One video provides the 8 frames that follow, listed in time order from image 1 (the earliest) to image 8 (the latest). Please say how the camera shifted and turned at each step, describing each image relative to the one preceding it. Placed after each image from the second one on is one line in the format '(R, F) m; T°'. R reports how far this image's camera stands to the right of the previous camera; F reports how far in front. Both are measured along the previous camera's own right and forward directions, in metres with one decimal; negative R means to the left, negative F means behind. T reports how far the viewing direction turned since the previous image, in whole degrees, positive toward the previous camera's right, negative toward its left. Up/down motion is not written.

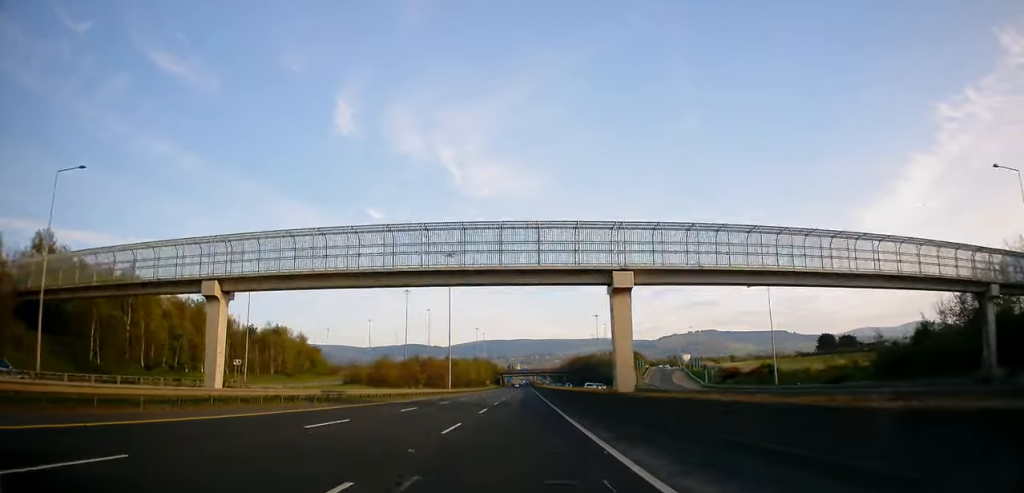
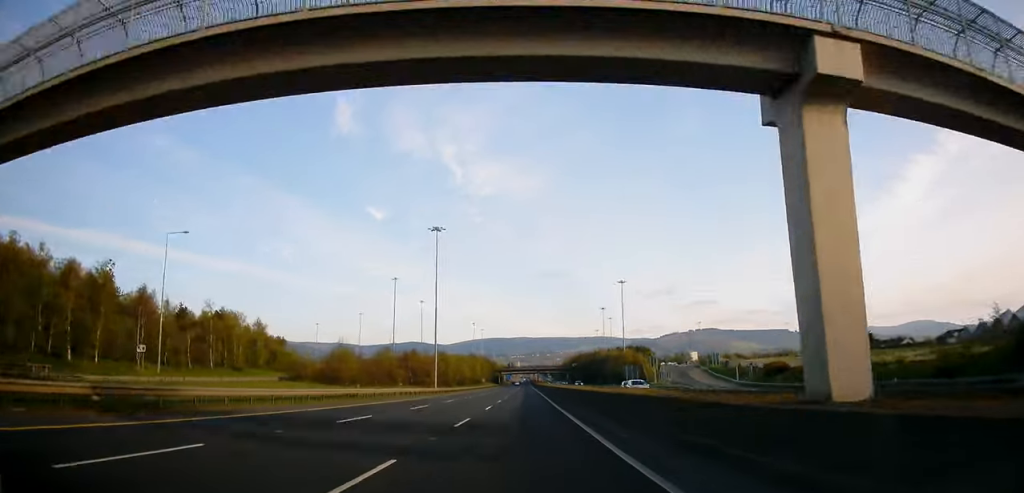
(-0.1, +21.6) m; 0°
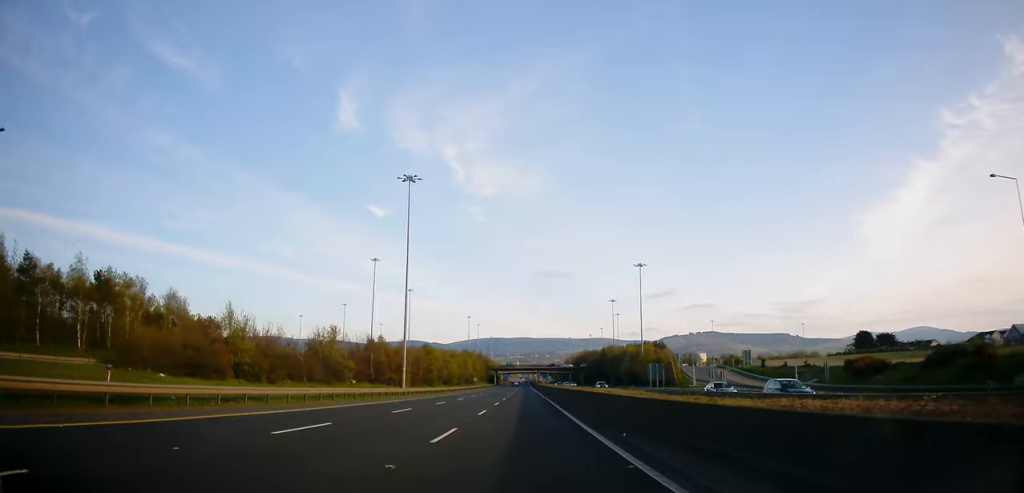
(+0.3, +28.5) m; 0°
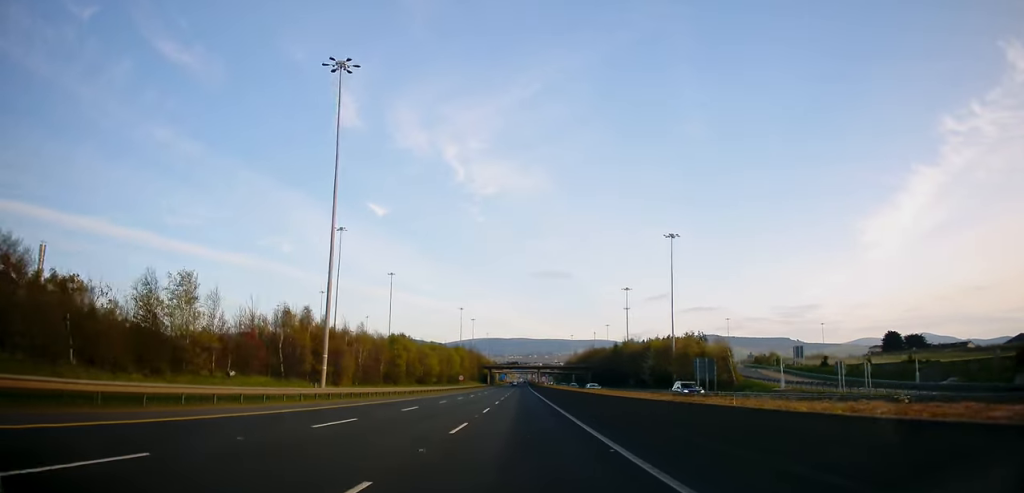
(-0.2, +32.7) m; 0°
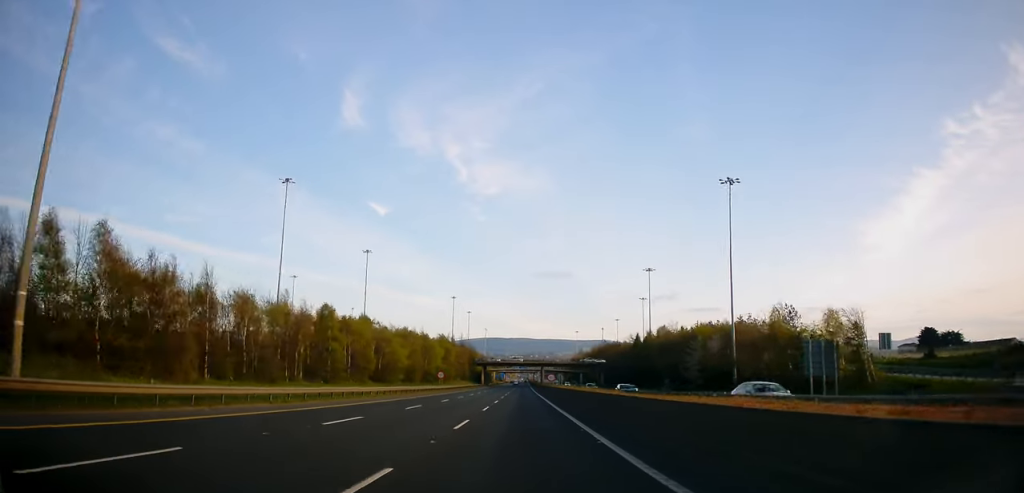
(+0.3, +34.1) m; 0°
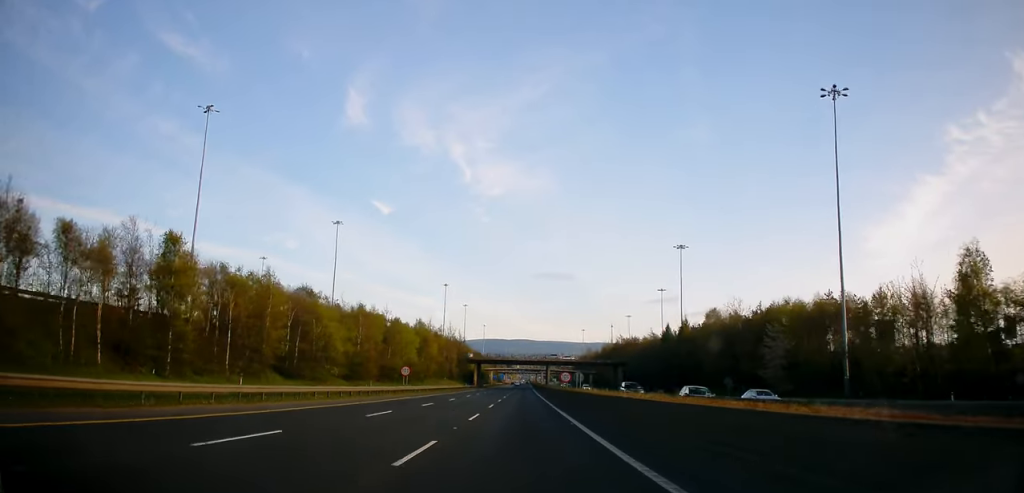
(-0.2, +31.6) m; 0°
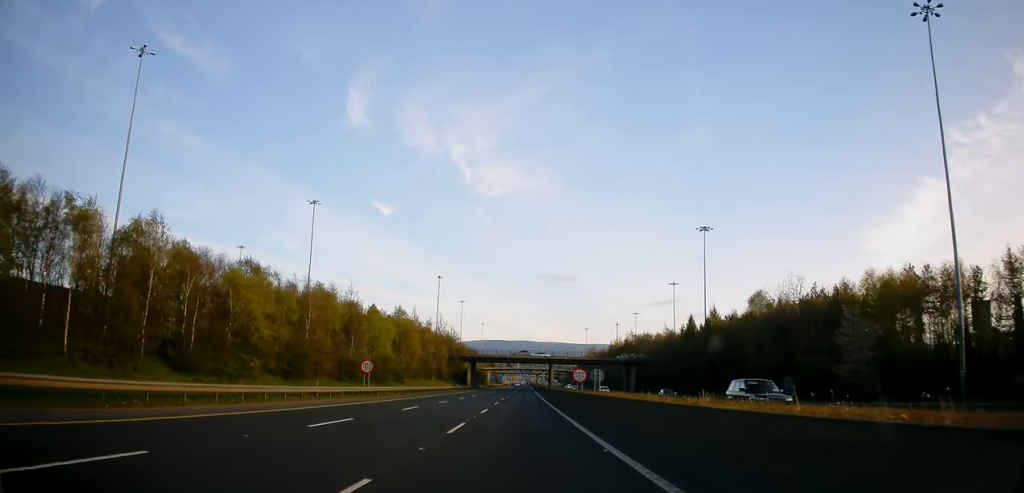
(0.0, +16.5) m; 0°
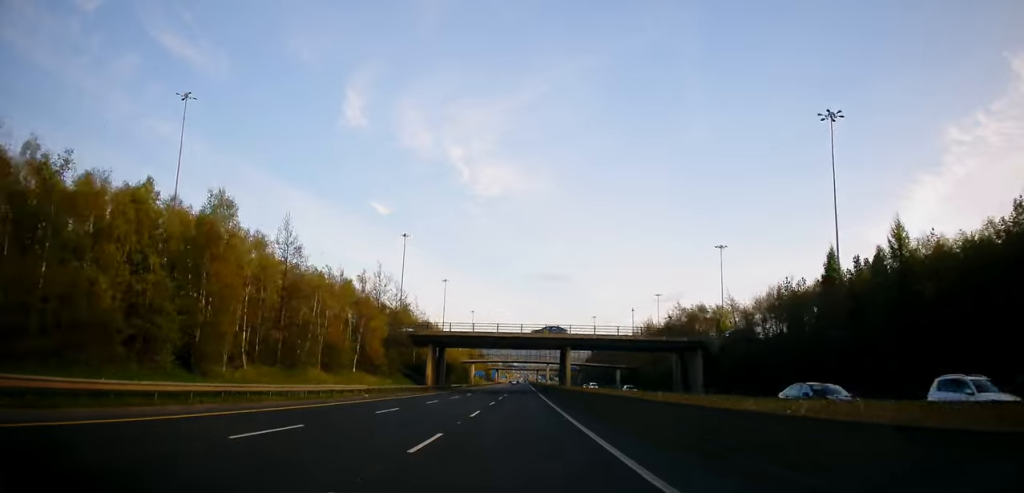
(+0.6, +52.5) m; +1°
